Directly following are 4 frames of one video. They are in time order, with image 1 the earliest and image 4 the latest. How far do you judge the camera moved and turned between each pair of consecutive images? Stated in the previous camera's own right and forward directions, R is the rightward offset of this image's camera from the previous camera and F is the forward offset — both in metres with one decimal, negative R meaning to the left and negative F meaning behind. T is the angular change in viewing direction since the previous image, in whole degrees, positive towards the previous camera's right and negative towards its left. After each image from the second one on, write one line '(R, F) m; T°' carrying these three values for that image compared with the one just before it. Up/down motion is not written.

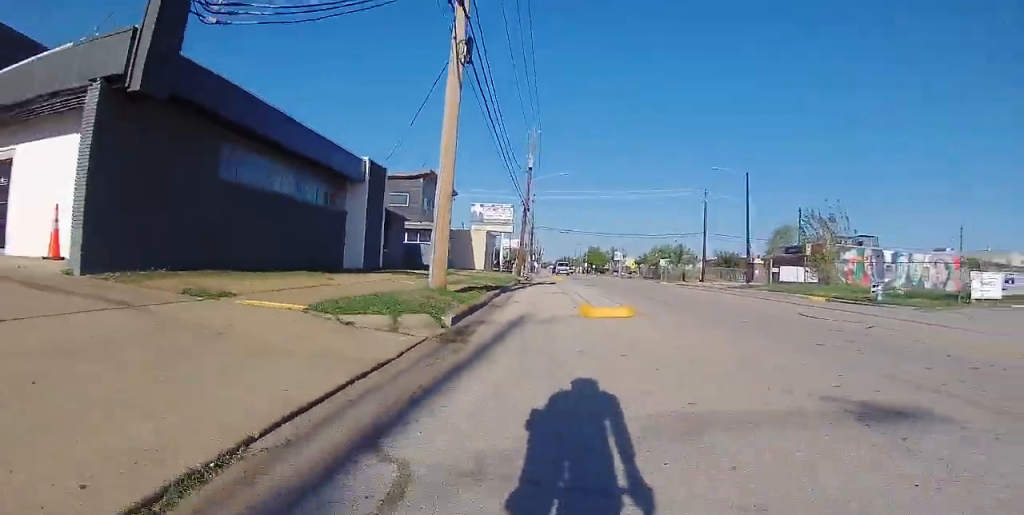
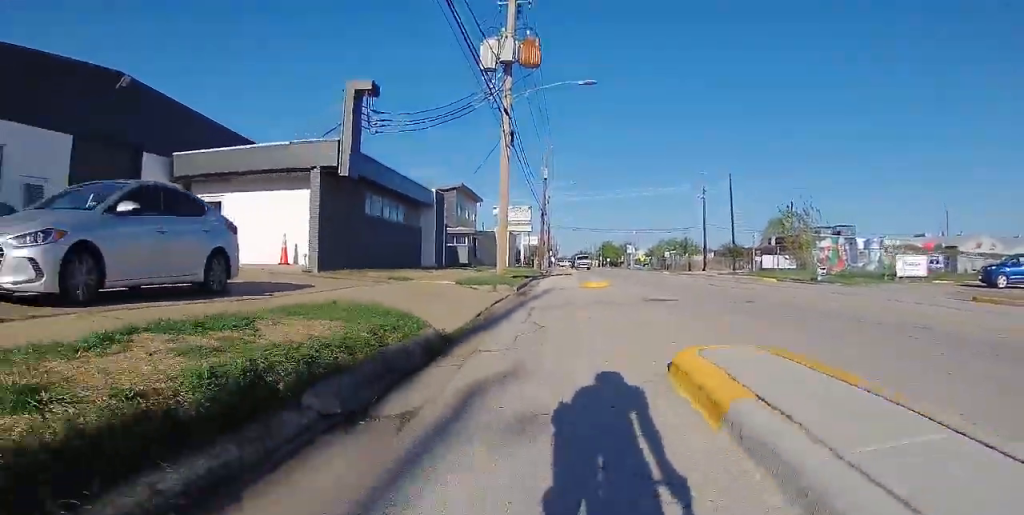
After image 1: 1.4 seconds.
(+0.1, +8.7) m; 0°
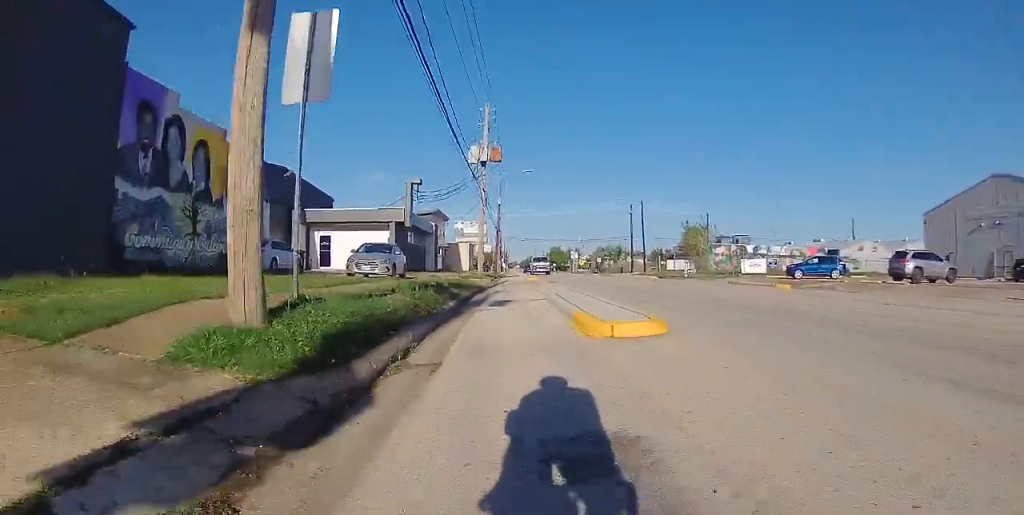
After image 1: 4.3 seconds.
(+0.1, +18.0) m; +2°
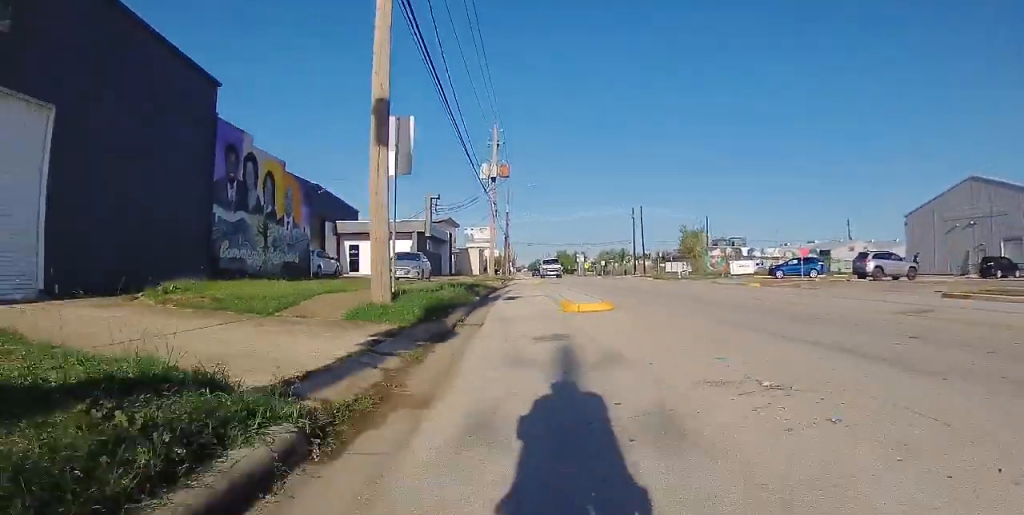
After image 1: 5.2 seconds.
(+0.1, +5.0) m; +1°
